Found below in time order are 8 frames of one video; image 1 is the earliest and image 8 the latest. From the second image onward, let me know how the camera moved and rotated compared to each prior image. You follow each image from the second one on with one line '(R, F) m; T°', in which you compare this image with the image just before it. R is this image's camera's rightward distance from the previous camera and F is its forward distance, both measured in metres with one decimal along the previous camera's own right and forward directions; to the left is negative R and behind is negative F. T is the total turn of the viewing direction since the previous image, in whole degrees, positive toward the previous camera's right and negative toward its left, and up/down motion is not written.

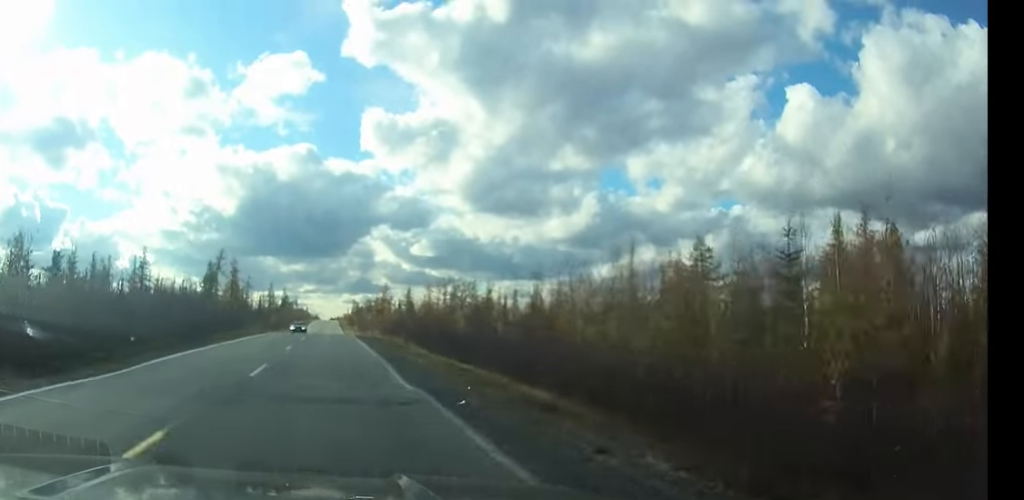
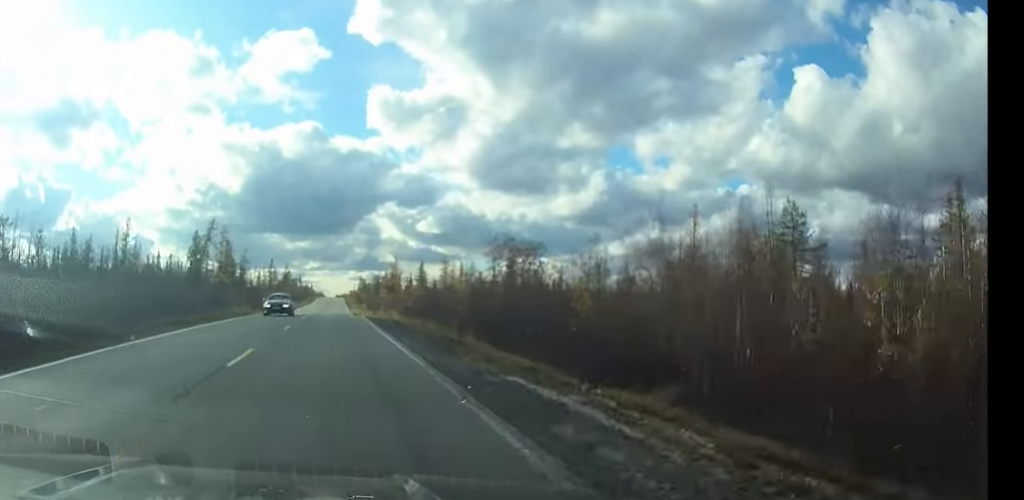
(0.0, +16.1) m; 0°
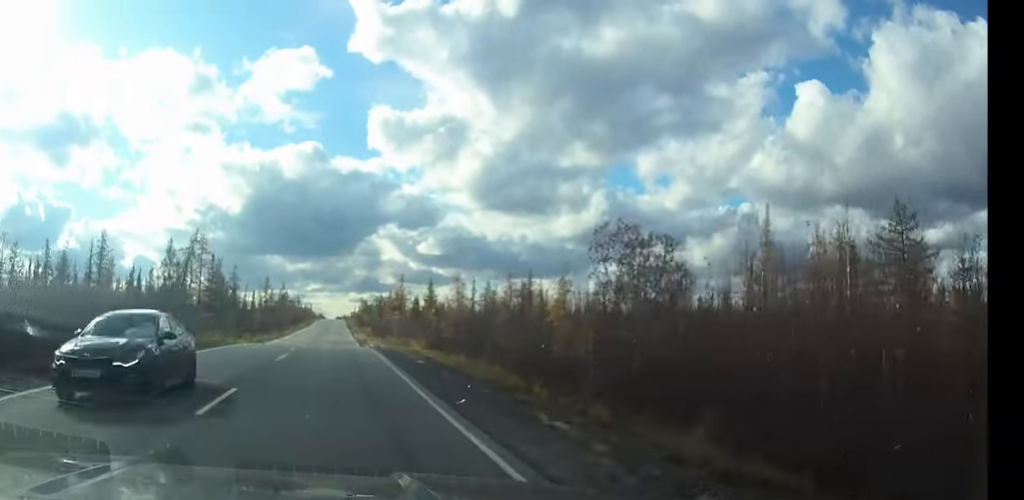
(0.0, +14.5) m; 0°
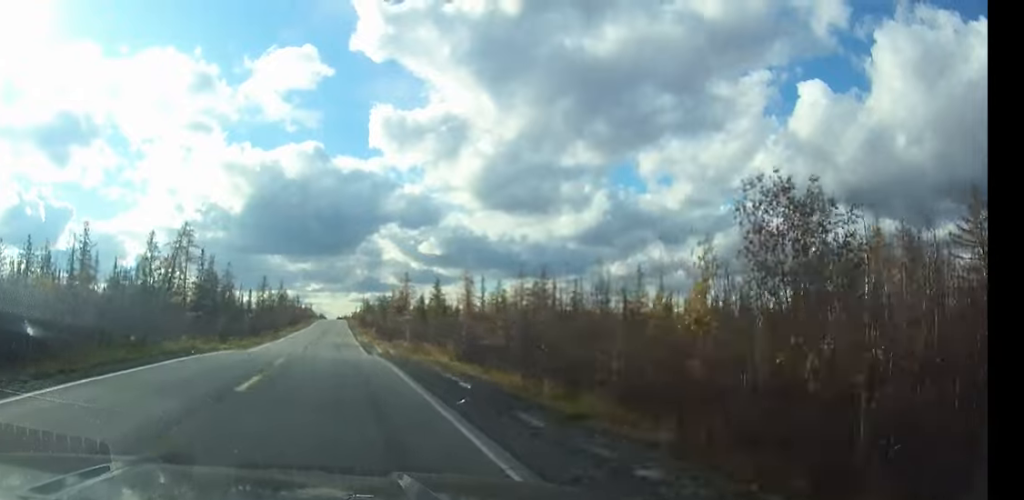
(0.0, +9.0) m; 0°
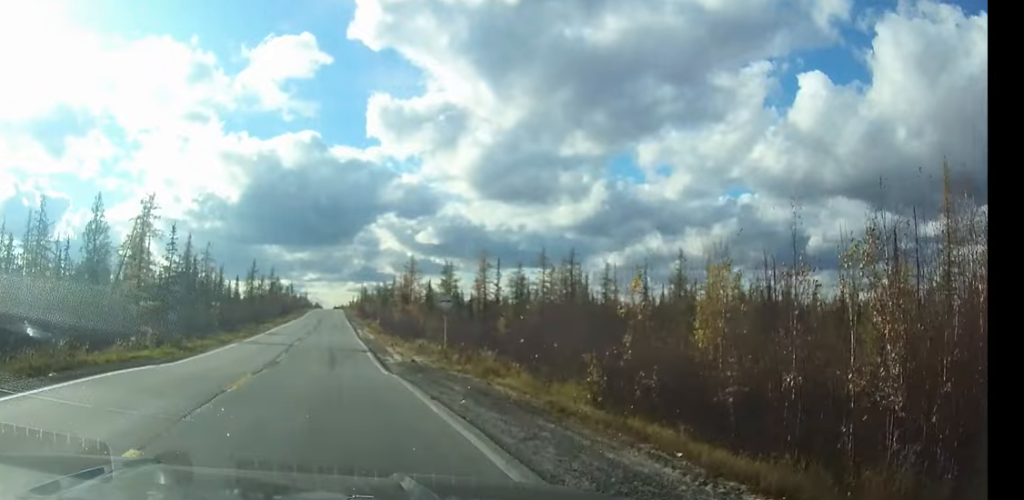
(0.0, +16.4) m; 0°
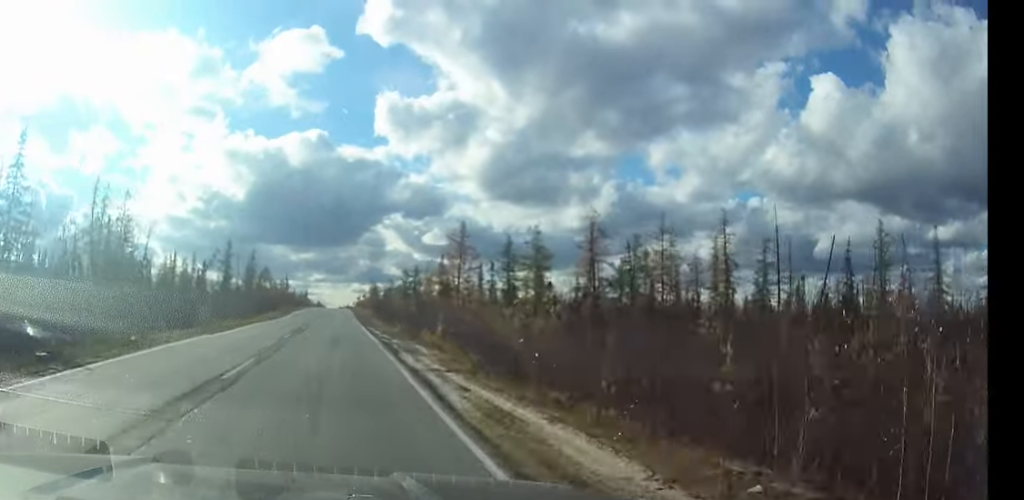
(0.0, +46.1) m; 0°
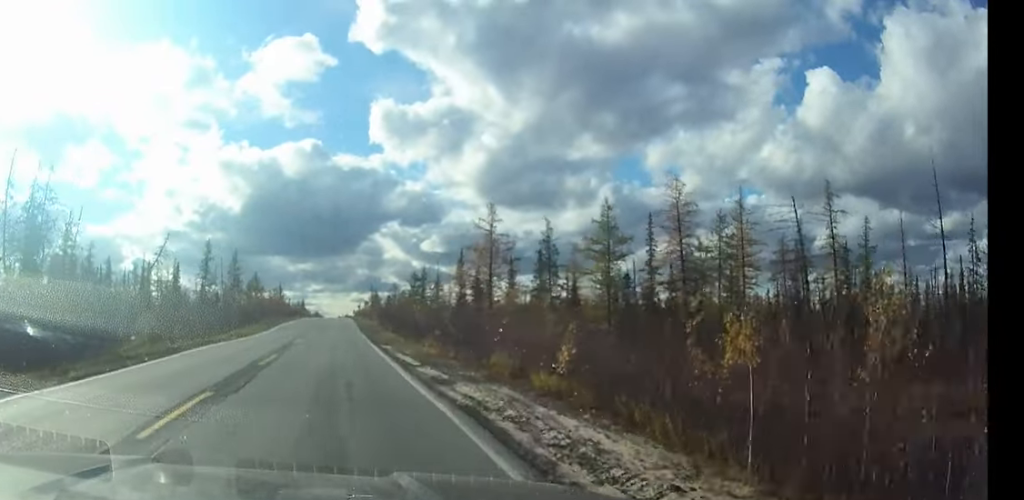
(0.0, +18.4) m; 0°
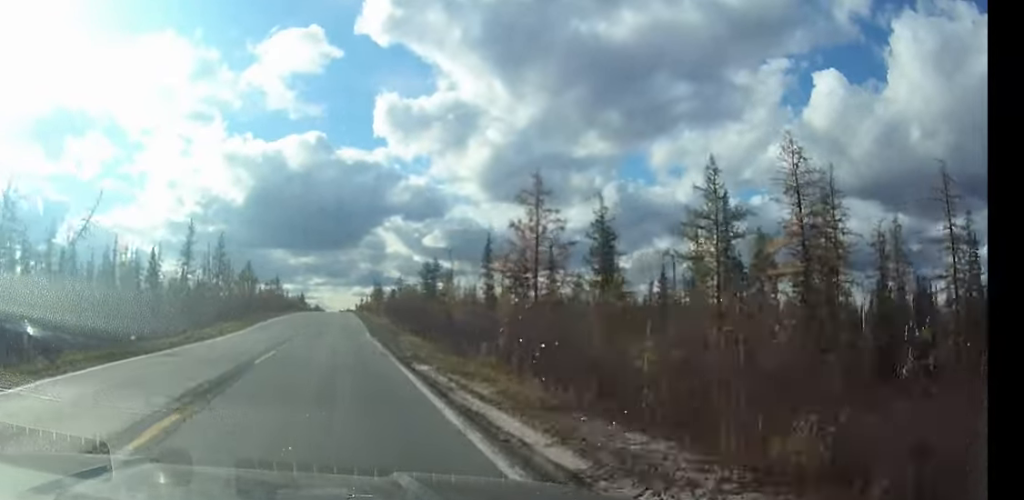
(0.0, +14.6) m; 0°
